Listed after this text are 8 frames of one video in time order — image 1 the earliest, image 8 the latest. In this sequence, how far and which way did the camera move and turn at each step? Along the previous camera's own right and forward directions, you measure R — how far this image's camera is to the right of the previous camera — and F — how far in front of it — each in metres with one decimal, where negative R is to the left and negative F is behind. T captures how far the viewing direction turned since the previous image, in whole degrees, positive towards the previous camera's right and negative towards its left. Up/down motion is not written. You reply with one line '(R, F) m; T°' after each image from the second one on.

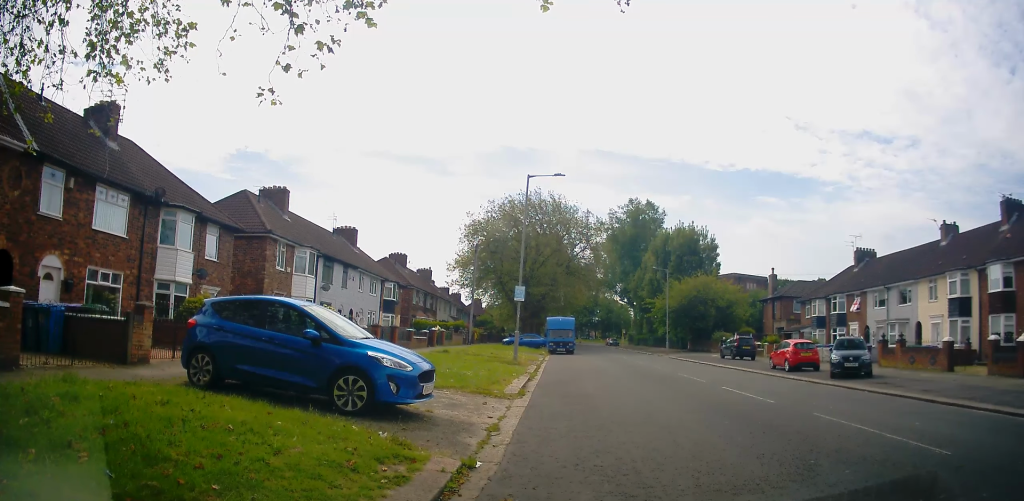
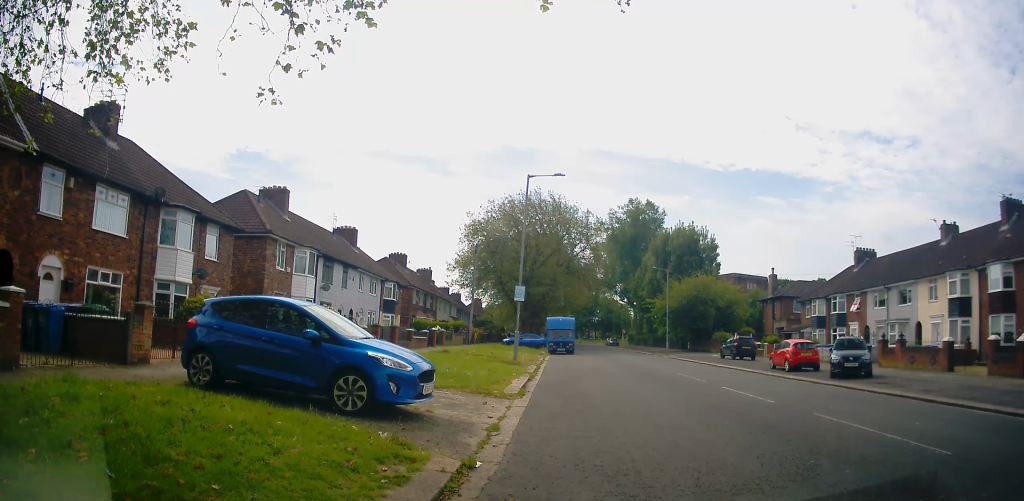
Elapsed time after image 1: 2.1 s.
(0.0, +0.2) m; 0°
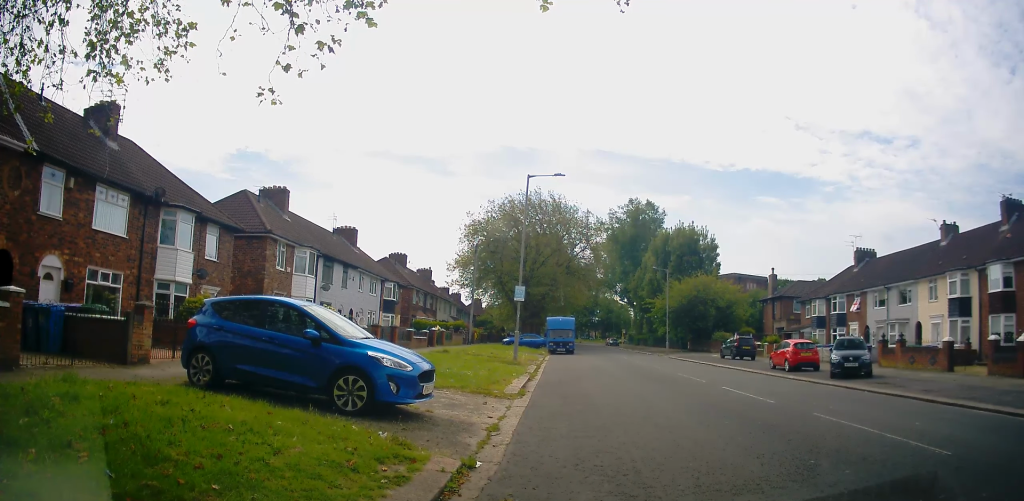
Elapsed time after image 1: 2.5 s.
(0.0, 0.0) m; 0°
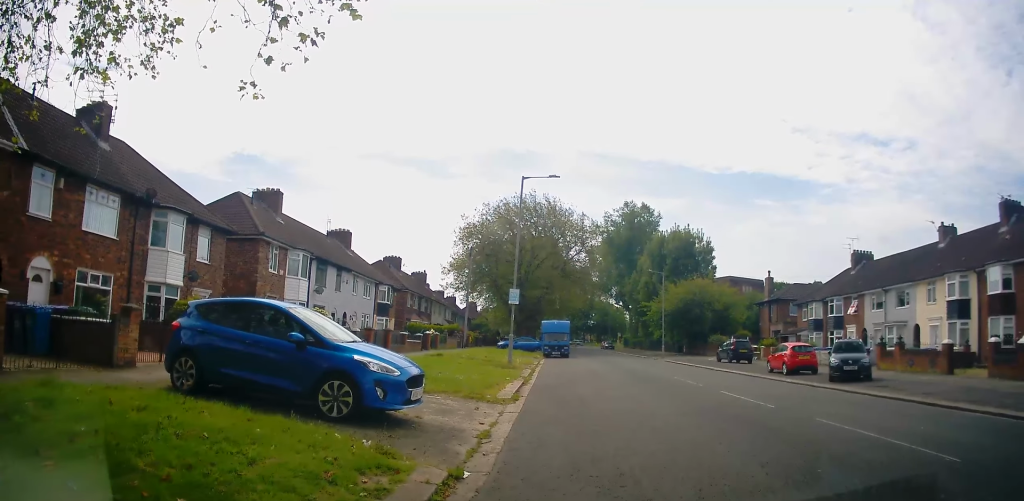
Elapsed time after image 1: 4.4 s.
(+0.1, +0.2) m; 0°
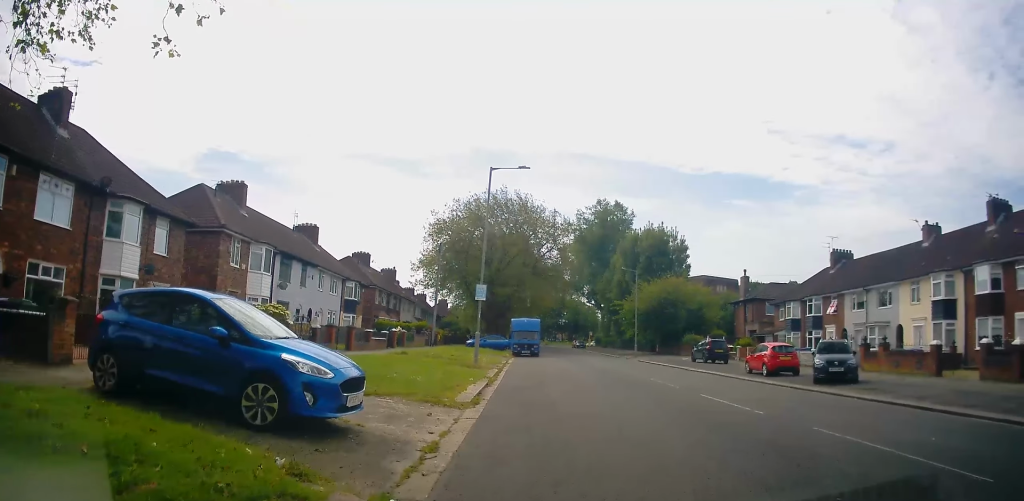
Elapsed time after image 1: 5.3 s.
(+0.2, +0.4) m; 0°
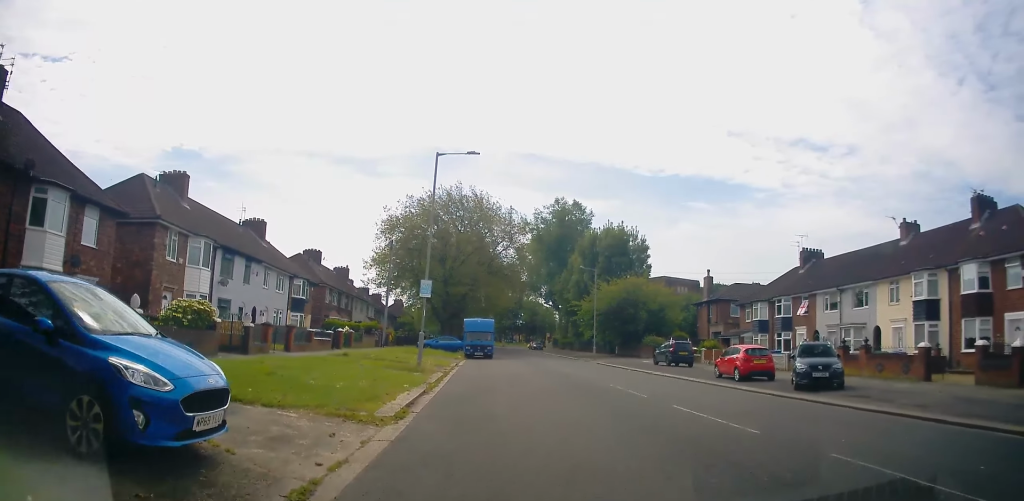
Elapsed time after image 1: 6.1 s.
(+0.6, +1.3) m; +6°
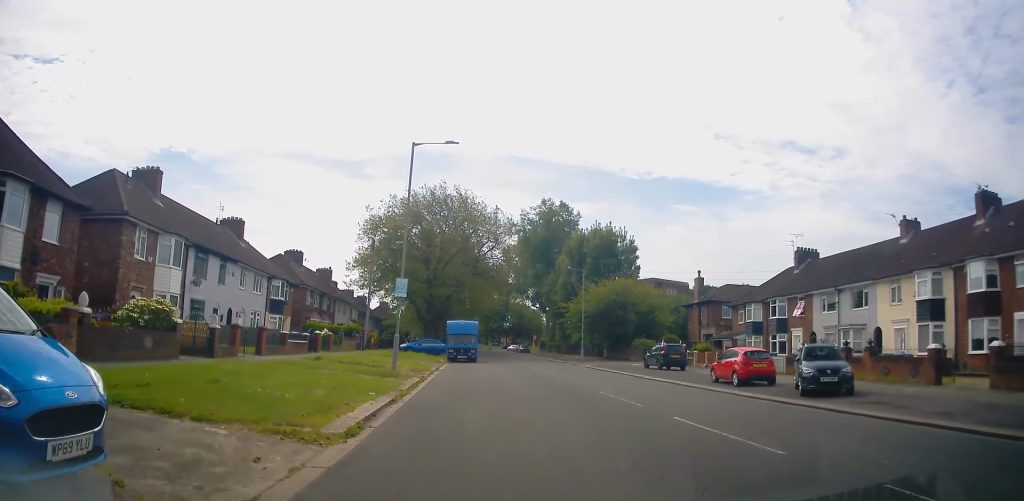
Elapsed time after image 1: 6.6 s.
(0.0, +1.1) m; +1°
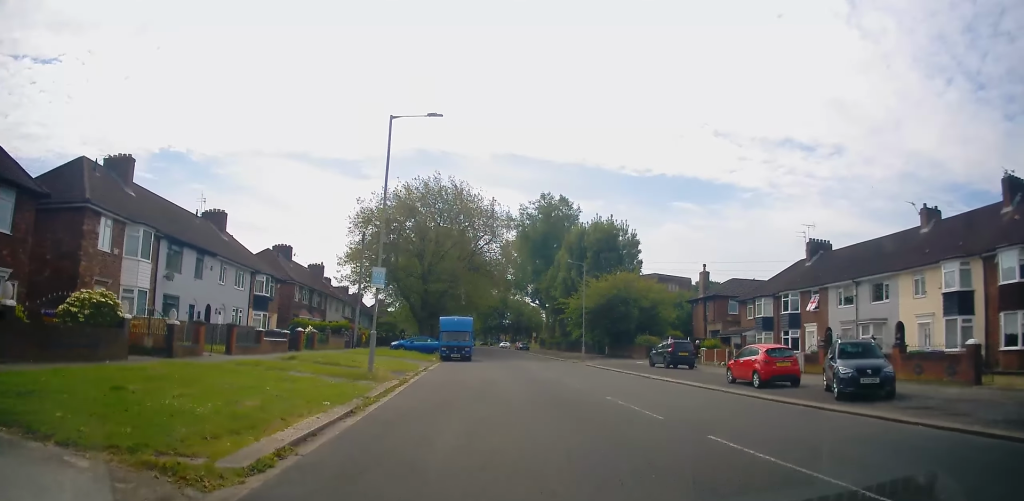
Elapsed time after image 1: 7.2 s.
(-0.3, +2.0) m; -2°
